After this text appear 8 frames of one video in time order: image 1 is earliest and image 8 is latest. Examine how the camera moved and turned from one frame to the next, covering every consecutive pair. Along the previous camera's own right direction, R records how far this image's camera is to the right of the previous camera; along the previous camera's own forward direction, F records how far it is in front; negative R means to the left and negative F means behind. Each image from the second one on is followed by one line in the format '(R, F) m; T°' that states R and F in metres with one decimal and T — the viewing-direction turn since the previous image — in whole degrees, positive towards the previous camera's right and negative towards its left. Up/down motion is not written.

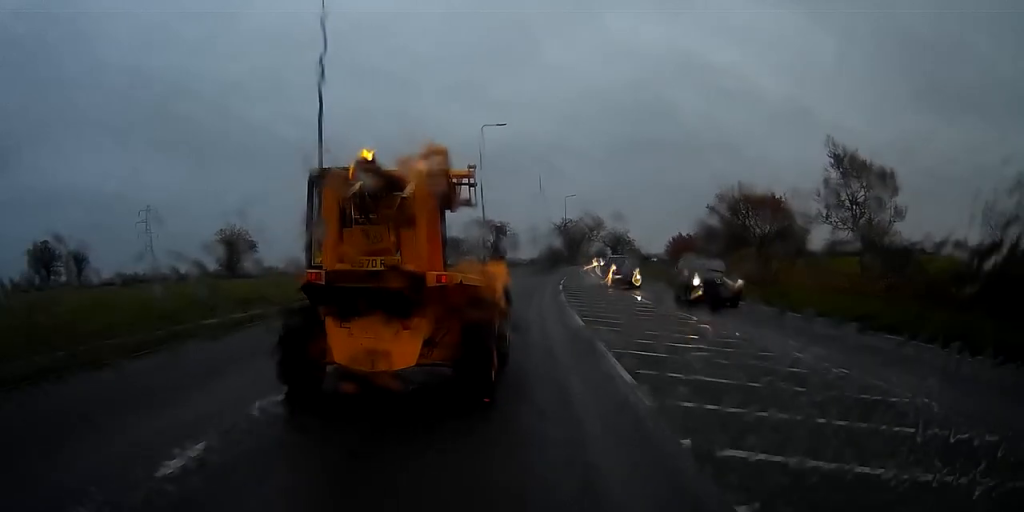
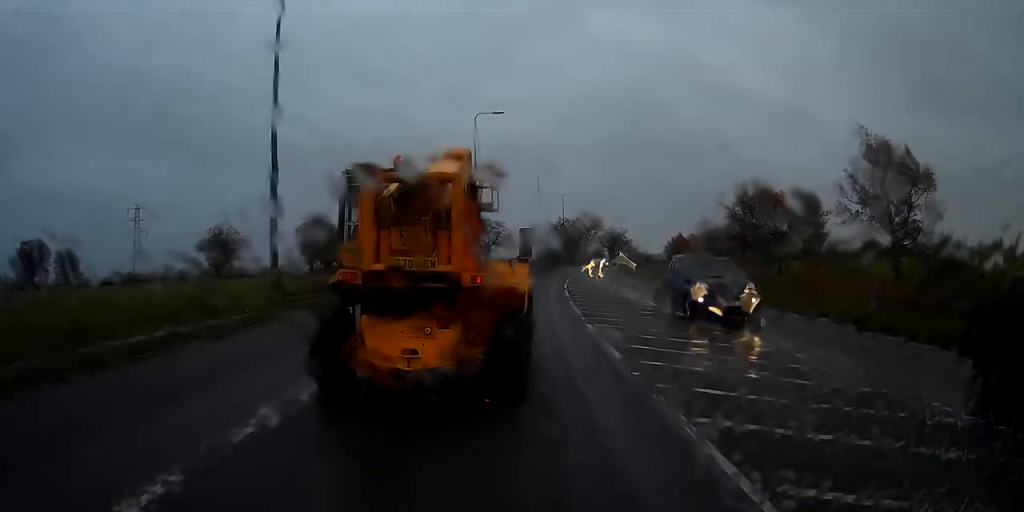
(+0.1, +5.2) m; +1°
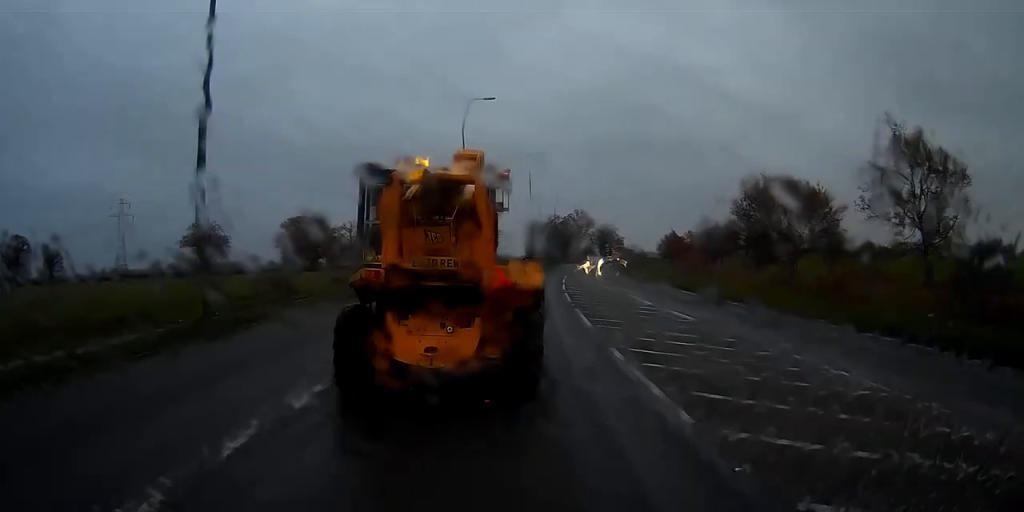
(0.0, +4.5) m; +1°
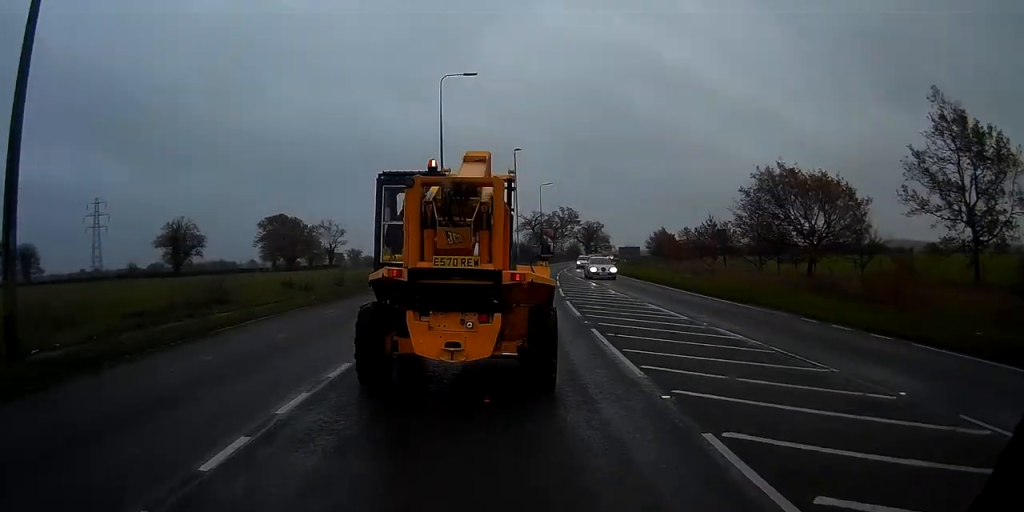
(0.0, +6.3) m; +1°
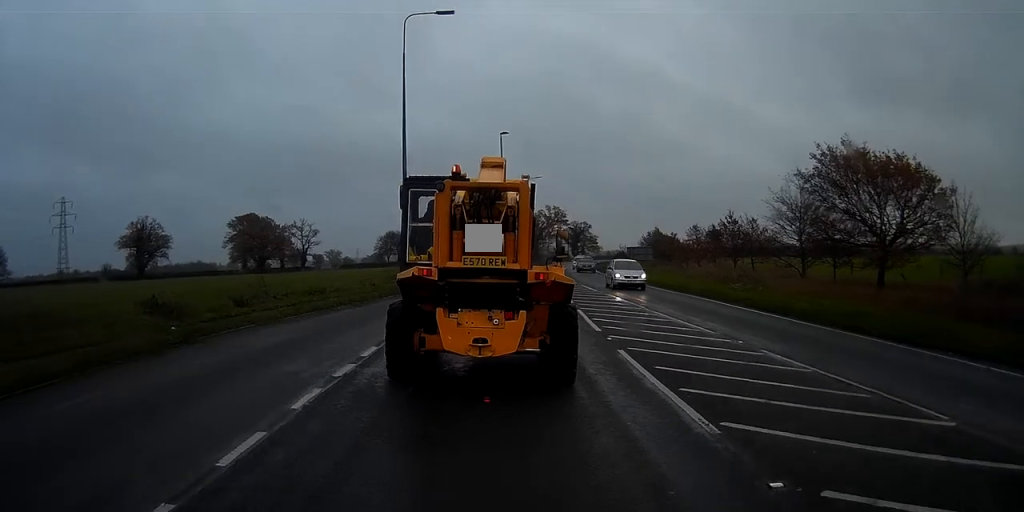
(+0.6, +12.1) m; +4°
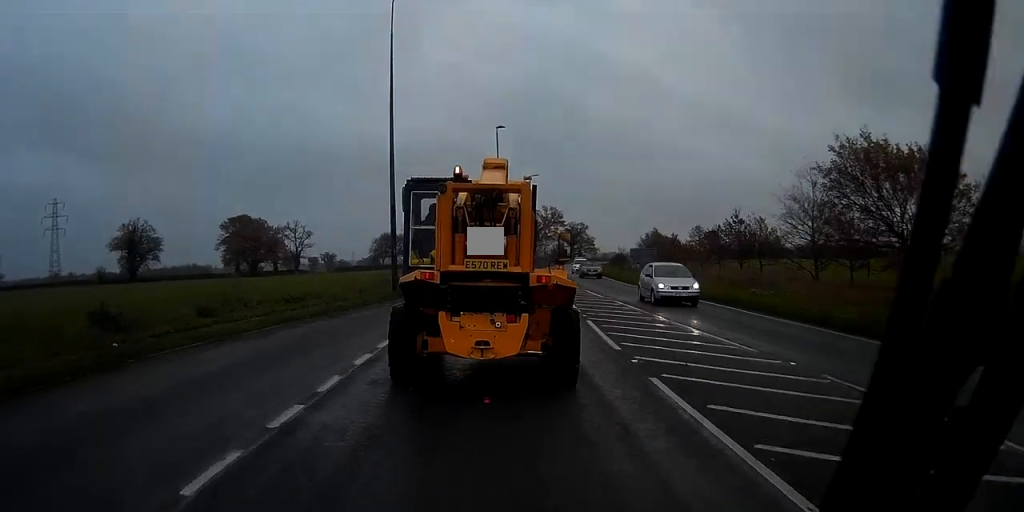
(0.0, +2.7) m; 0°
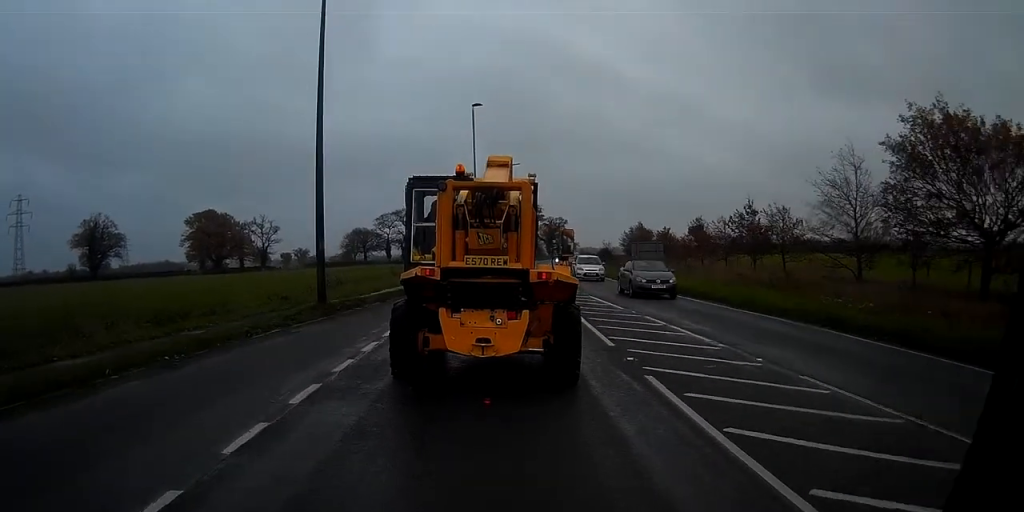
(0.0, +8.8) m; +1°
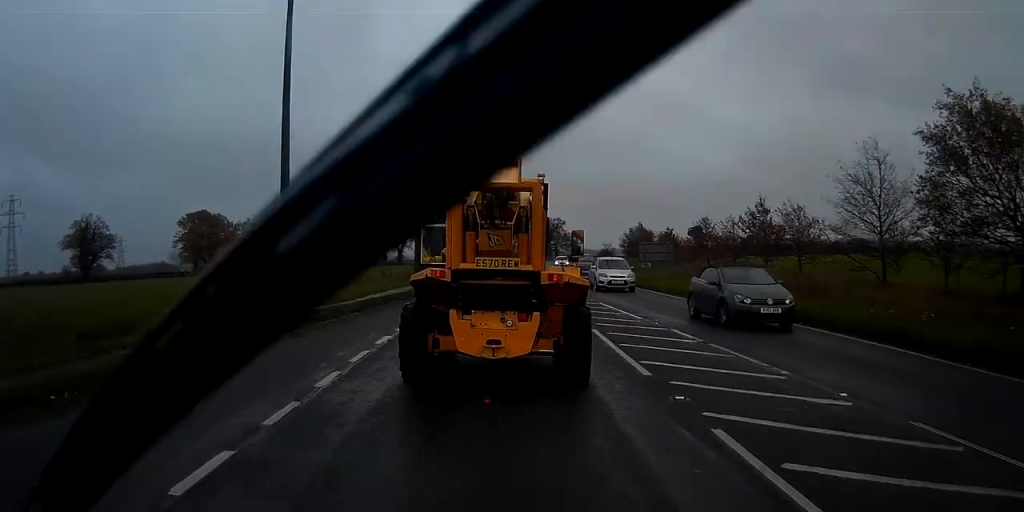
(+0.1, +3.0) m; +1°
